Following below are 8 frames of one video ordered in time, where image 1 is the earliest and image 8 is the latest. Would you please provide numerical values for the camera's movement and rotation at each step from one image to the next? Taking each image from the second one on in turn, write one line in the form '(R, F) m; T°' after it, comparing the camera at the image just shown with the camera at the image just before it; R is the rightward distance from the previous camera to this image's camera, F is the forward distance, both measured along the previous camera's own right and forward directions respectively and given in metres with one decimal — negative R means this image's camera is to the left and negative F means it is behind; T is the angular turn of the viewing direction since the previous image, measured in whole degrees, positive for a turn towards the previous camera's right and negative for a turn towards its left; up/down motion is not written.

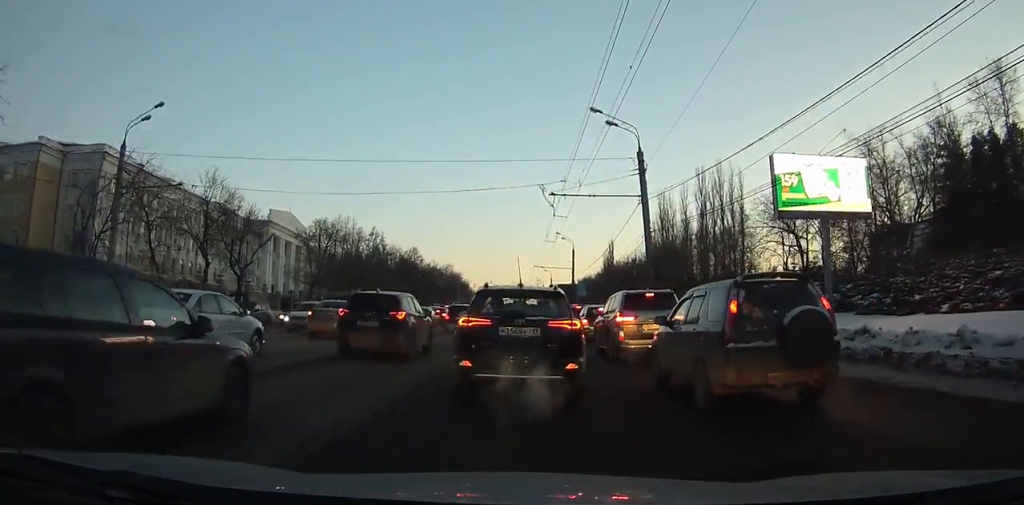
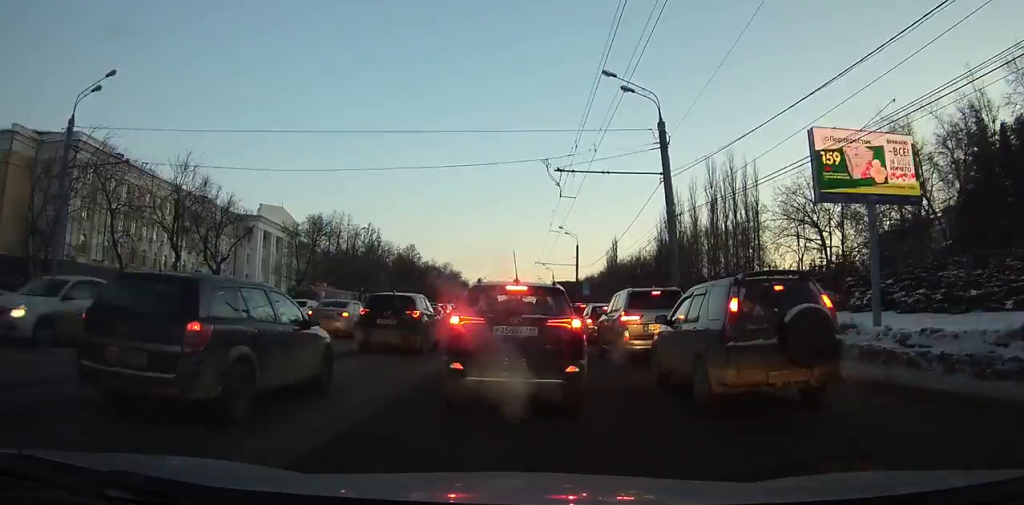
(0.0, +3.9) m; -1°
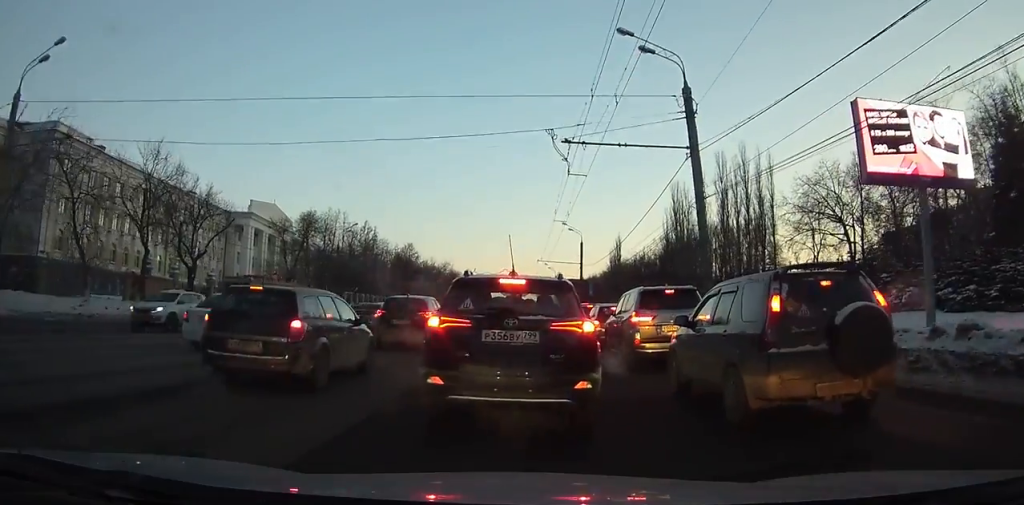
(-0.1, +3.1) m; +1°
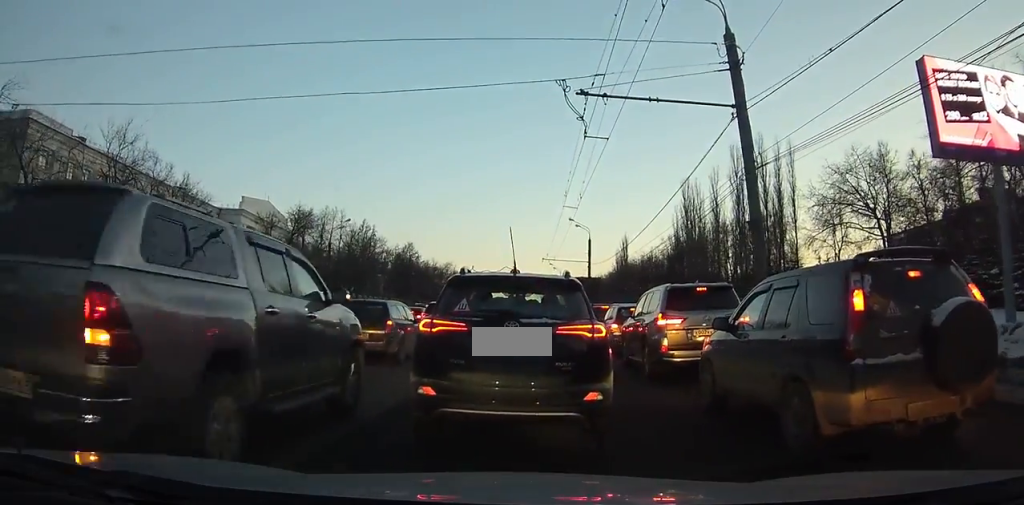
(0.0, +5.5) m; +2°
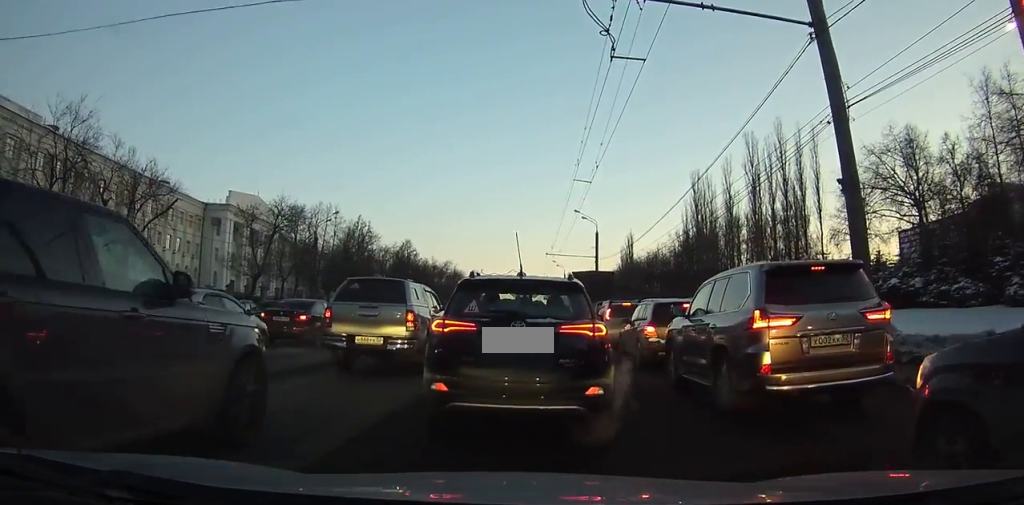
(+0.2, +6.9) m; 0°
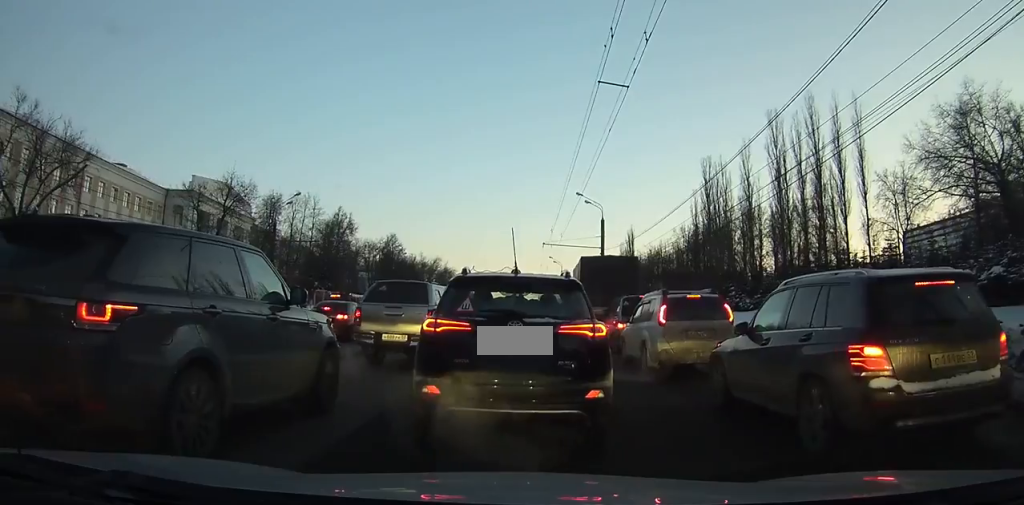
(-0.3, +8.3) m; -4°
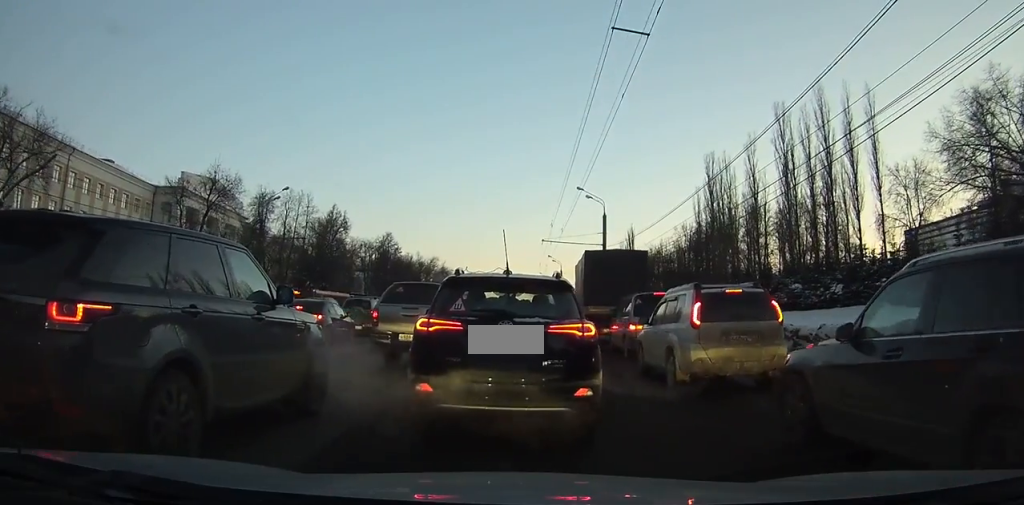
(+0.1, +1.8) m; -1°
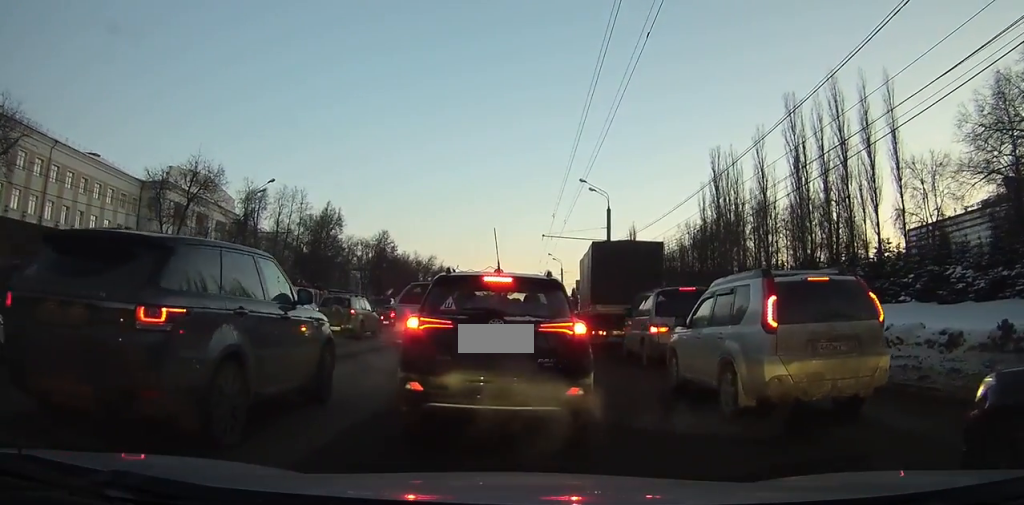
(-0.1, +2.0) m; -1°
